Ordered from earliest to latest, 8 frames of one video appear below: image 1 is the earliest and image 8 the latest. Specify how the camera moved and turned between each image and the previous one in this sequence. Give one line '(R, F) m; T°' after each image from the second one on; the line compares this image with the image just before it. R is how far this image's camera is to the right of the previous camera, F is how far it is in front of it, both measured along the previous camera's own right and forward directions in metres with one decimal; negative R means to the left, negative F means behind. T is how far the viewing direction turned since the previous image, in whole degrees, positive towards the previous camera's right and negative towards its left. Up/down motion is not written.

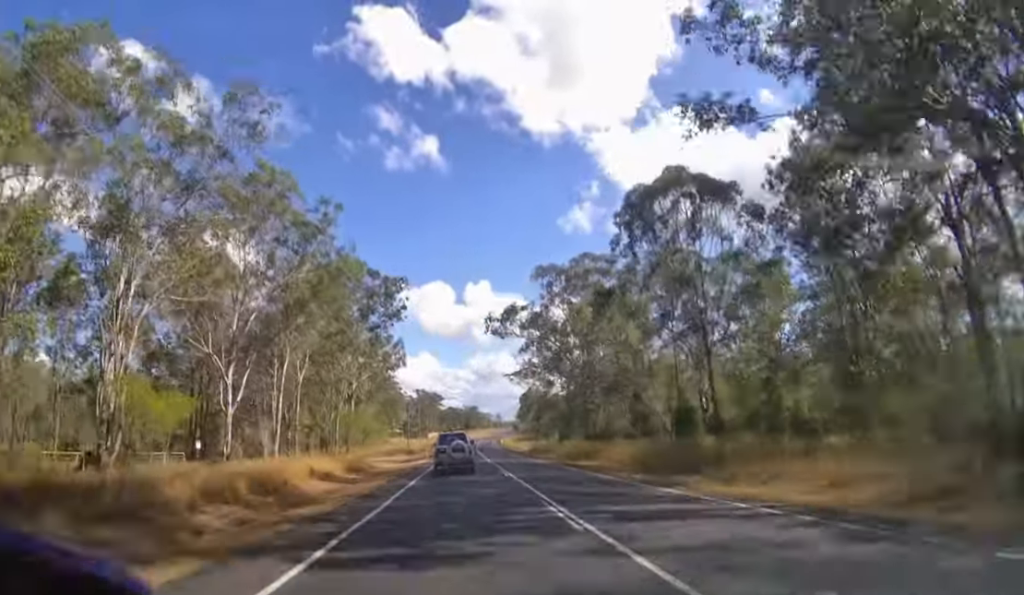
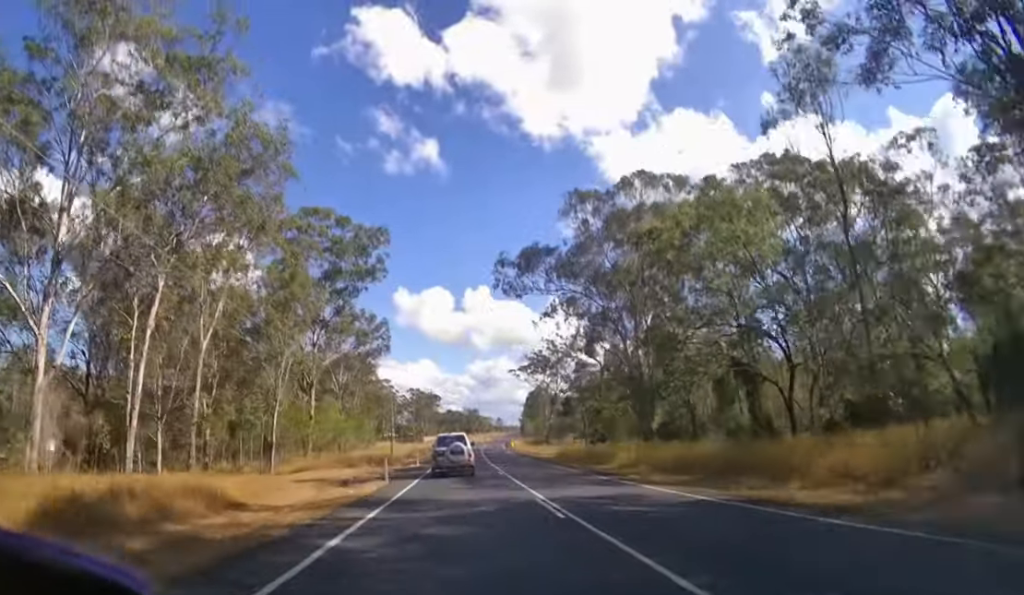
(0.0, +19.8) m; 0°
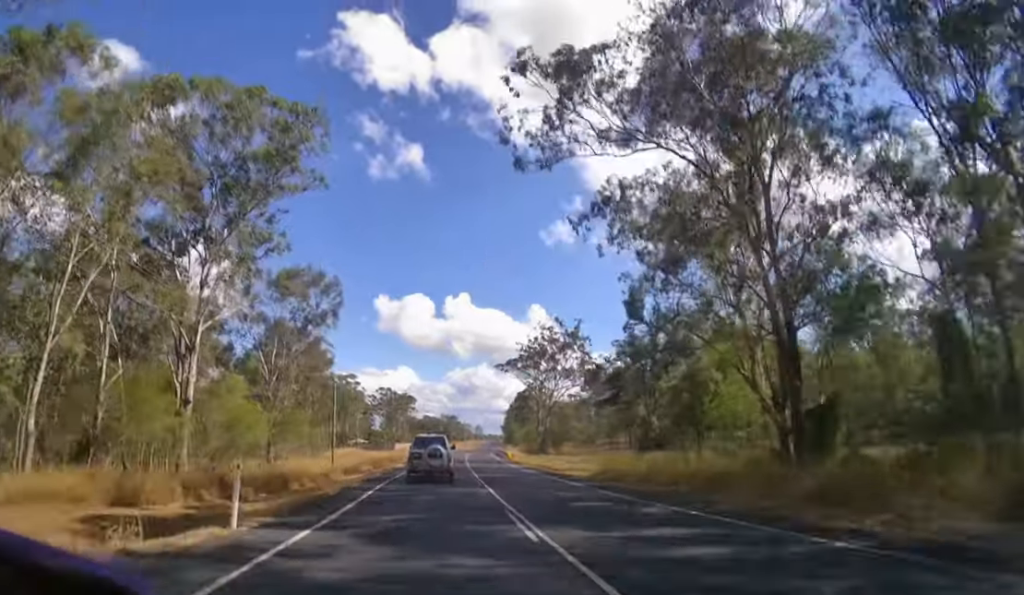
(+0.1, +20.9) m; +1°
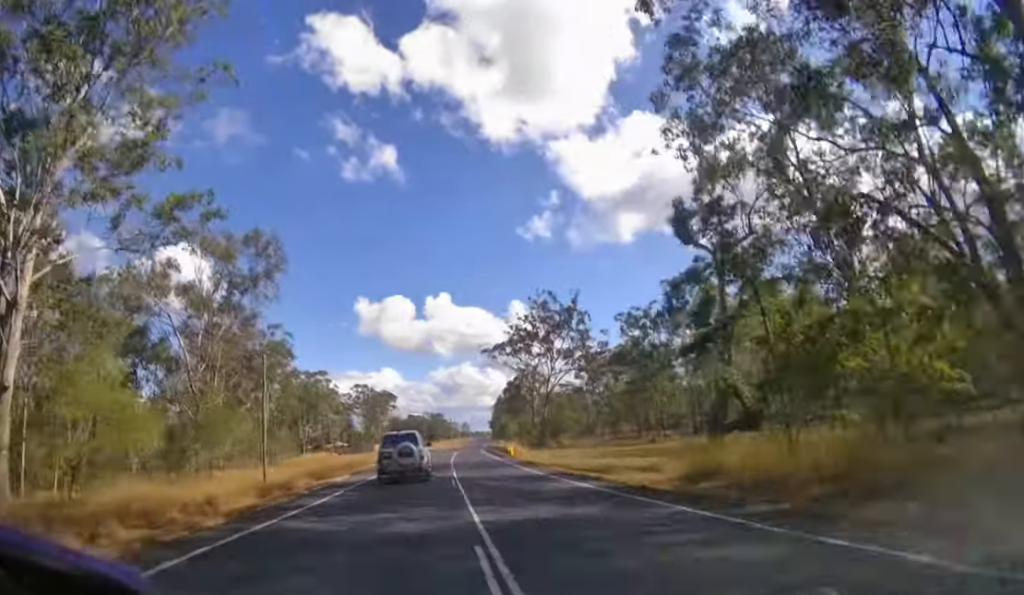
(0.0, +12.8) m; +1°
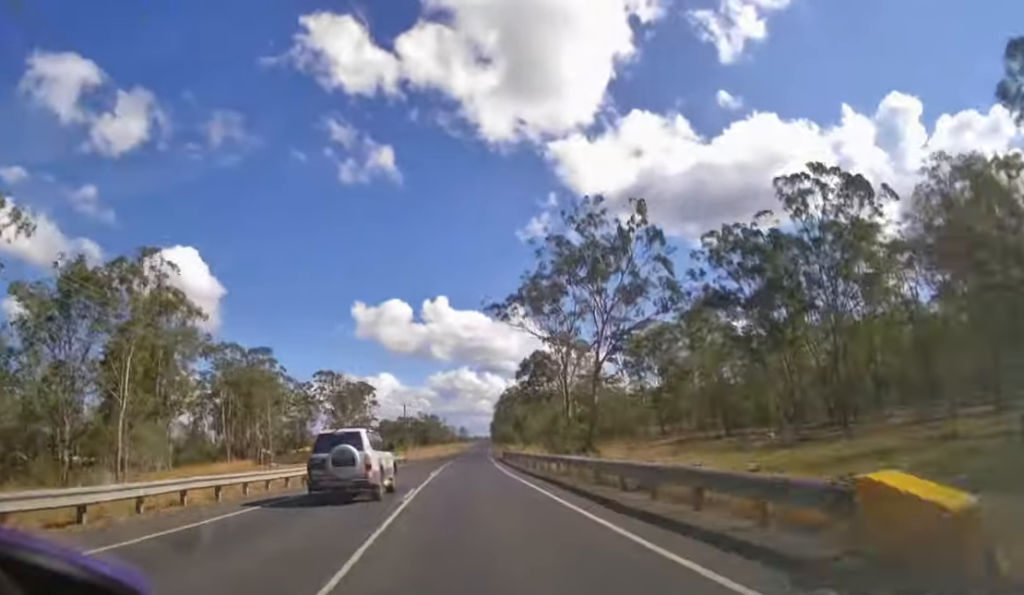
(+0.8, +36.4) m; +2°
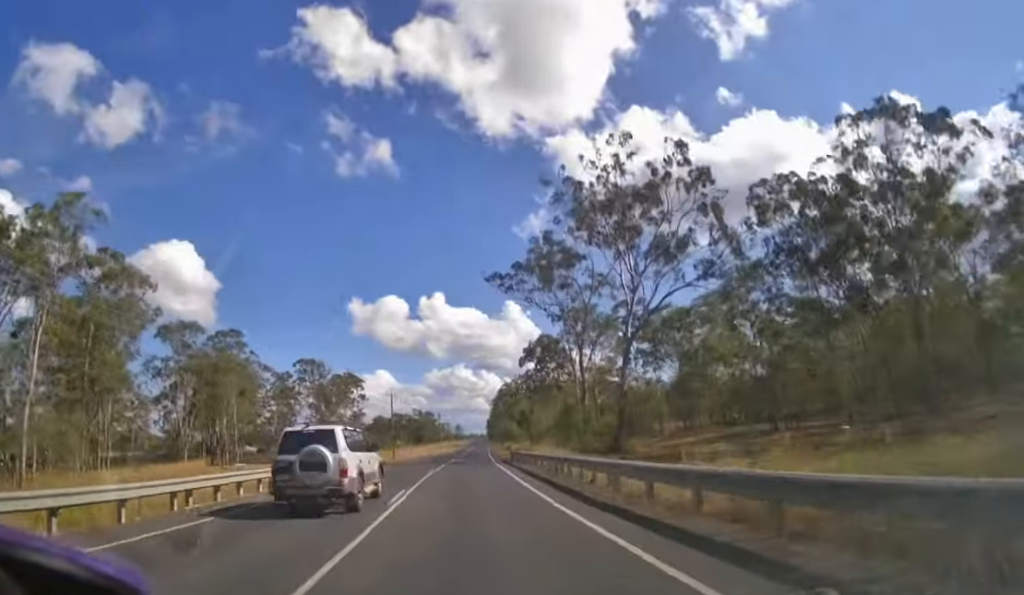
(0.0, +13.0) m; 0°
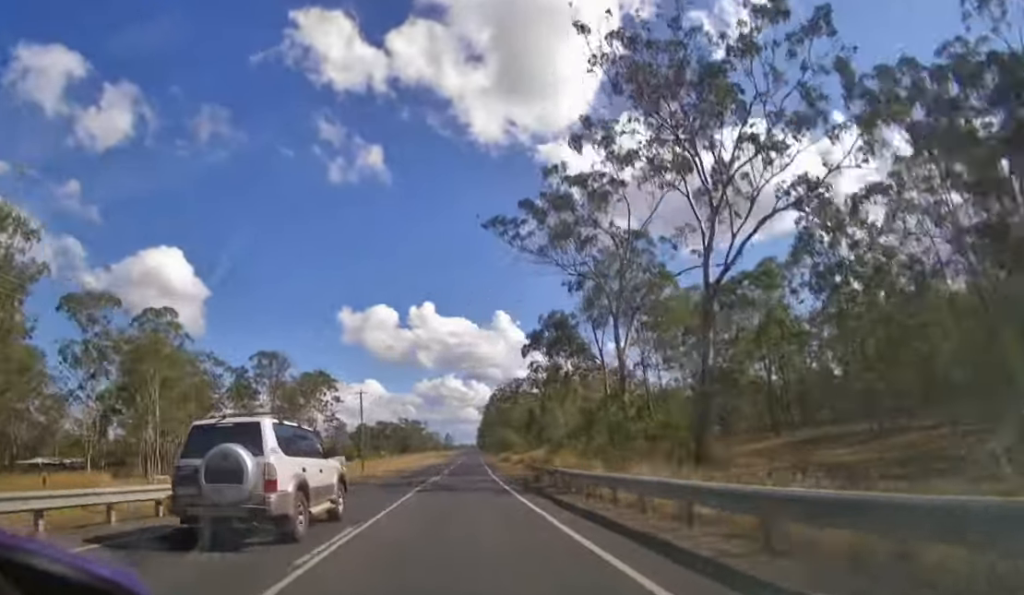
(+0.1, +19.1) m; +1°
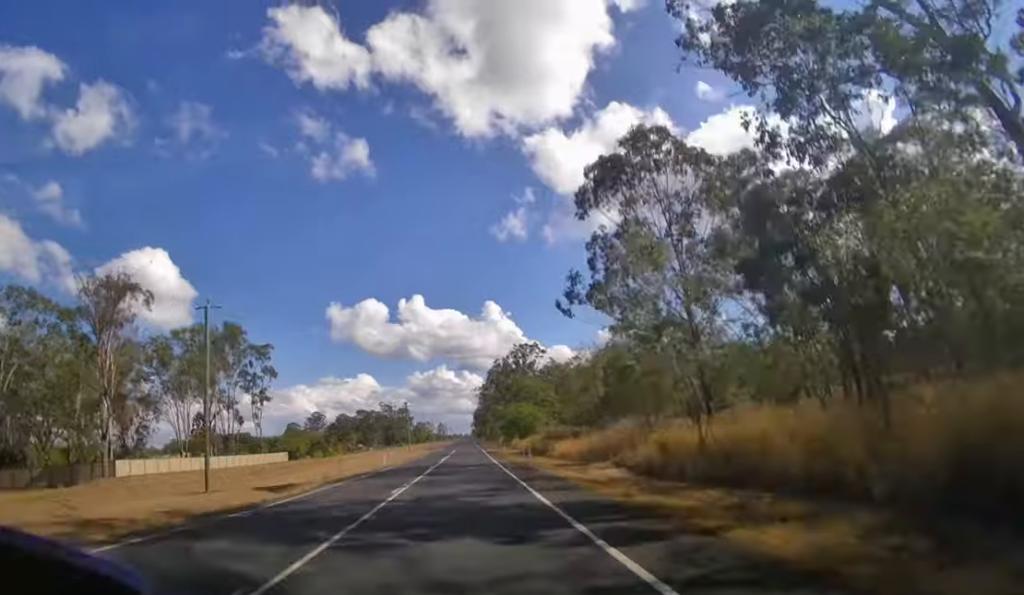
(+0.5, +46.7) m; +1°
